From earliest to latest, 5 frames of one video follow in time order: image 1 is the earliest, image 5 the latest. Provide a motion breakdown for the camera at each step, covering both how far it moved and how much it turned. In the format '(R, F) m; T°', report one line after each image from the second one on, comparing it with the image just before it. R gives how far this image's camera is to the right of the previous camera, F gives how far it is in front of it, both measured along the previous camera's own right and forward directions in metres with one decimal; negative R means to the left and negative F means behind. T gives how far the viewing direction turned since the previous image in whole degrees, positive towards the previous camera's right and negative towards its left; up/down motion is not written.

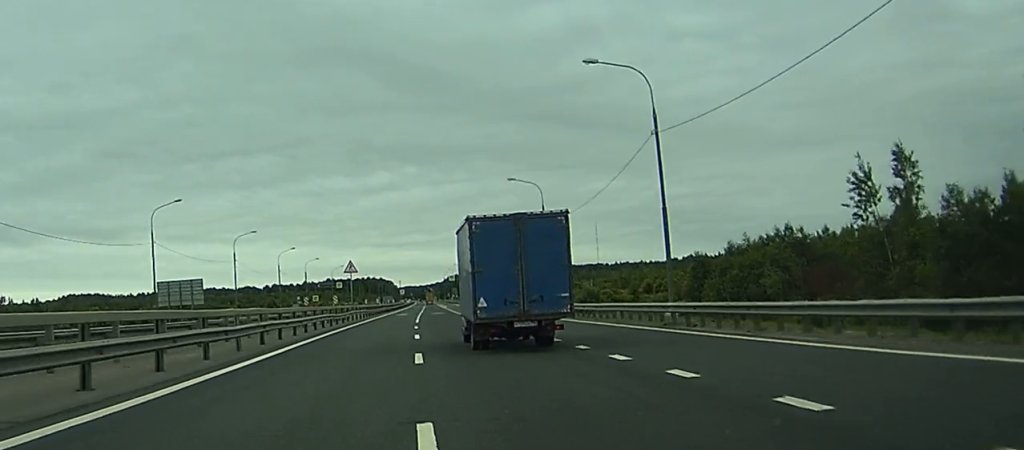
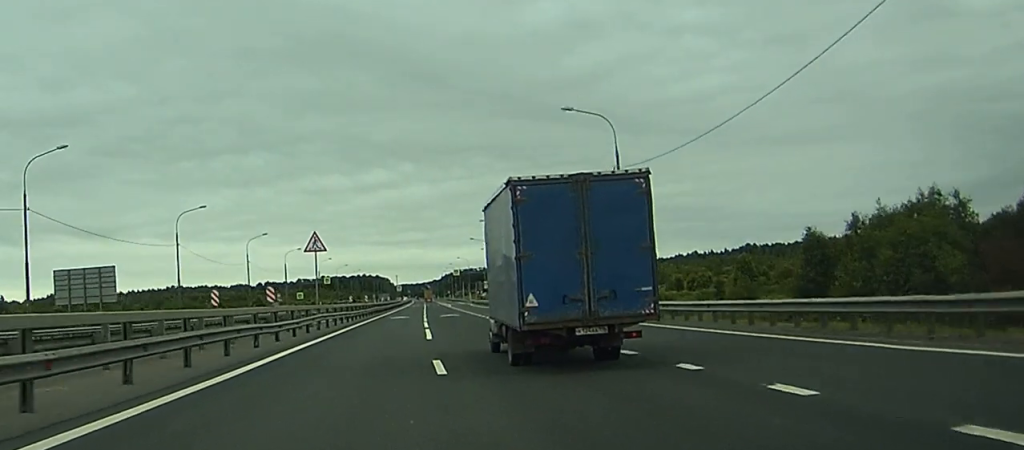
(-0.1, +26.8) m; 0°
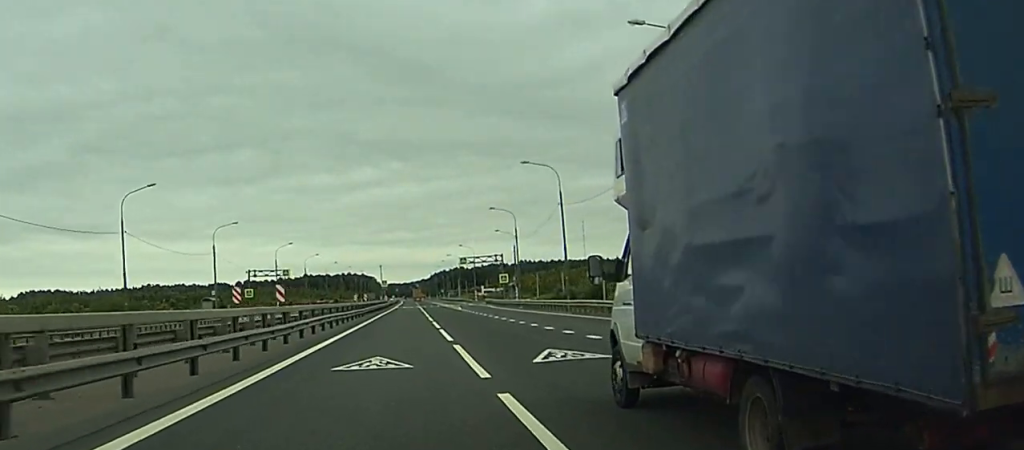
(0.0, +49.7) m; 0°
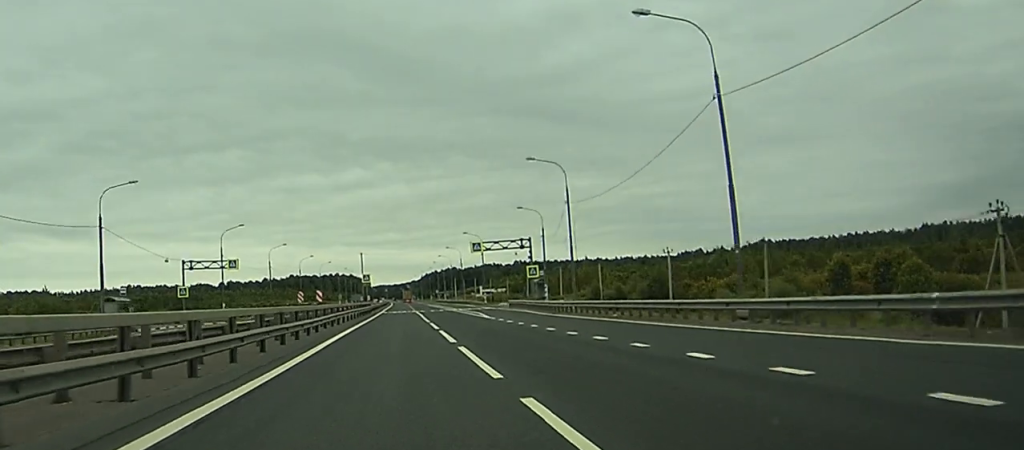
(+0.3, +36.0) m; +1°
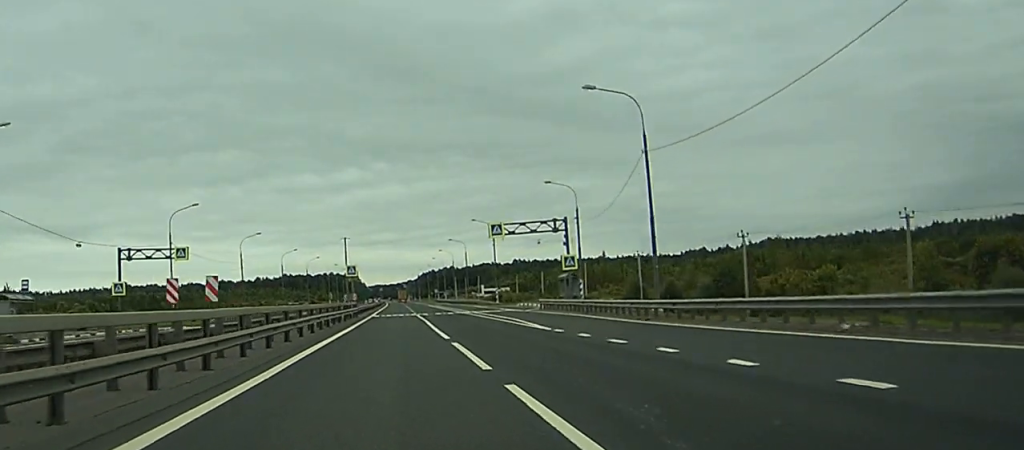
(0.0, +21.8) m; 0°
